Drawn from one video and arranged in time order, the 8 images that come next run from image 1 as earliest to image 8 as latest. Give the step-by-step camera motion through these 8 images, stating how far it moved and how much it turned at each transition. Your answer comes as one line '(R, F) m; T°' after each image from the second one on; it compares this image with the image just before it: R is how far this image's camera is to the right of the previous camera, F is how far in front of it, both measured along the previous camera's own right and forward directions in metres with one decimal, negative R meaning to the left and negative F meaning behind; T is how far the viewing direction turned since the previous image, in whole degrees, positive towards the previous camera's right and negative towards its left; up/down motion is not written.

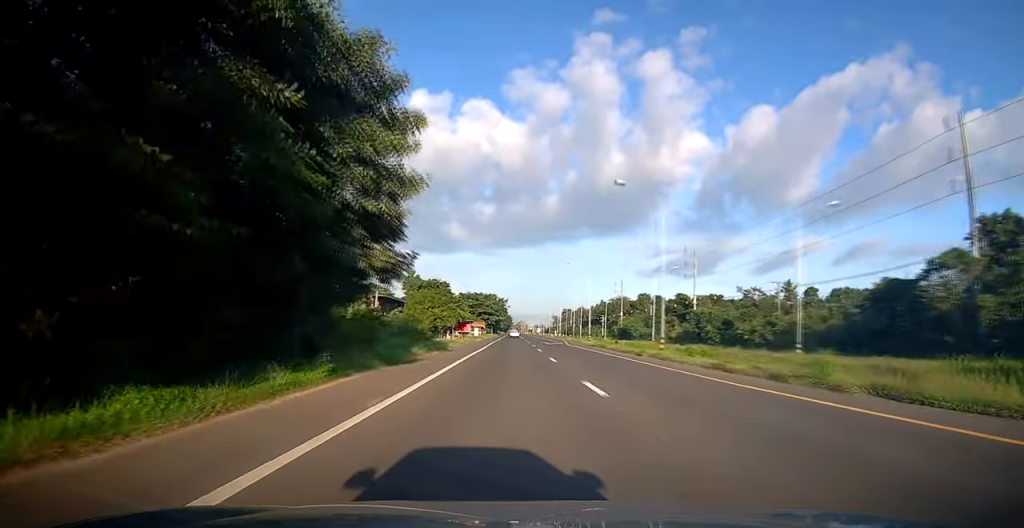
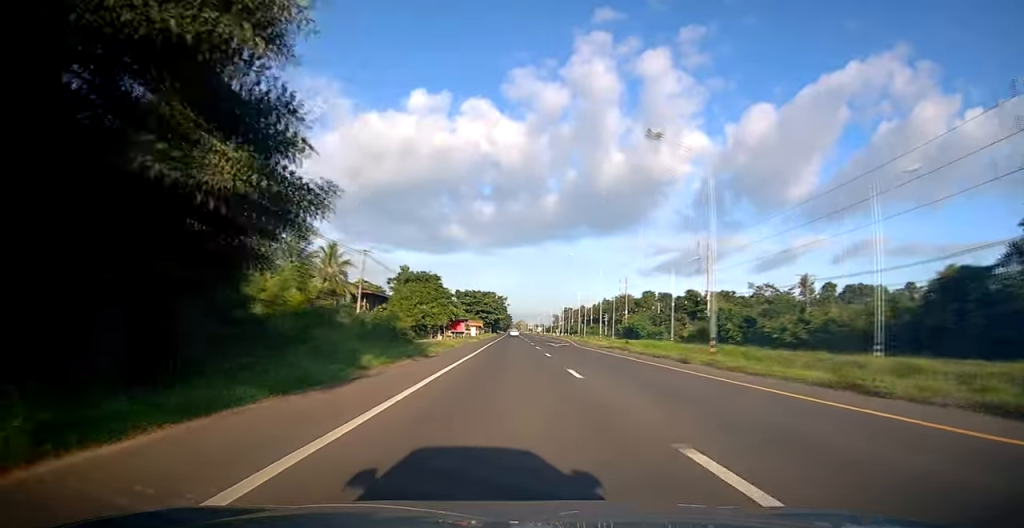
(+0.1, +8.0) m; 0°
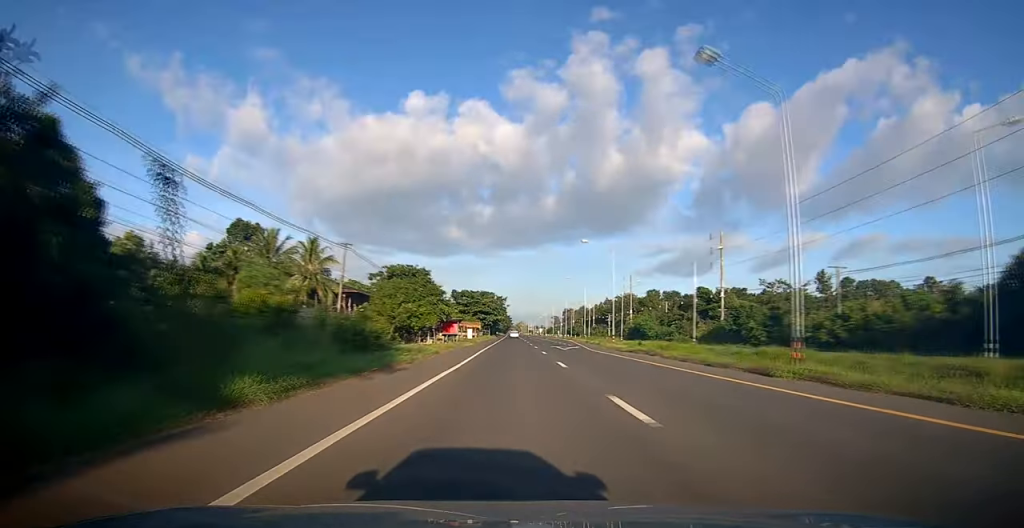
(+0.1, +7.3) m; 0°
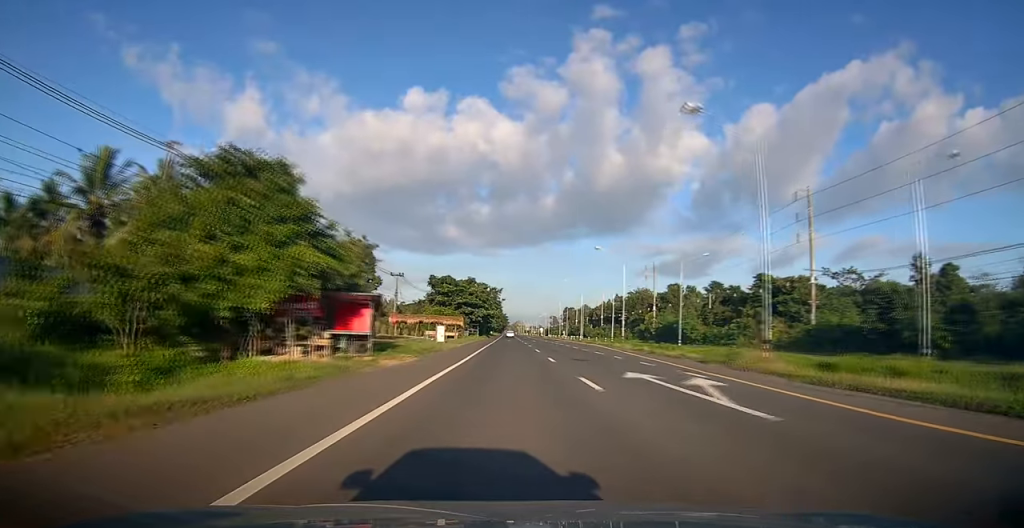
(-0.7, +31.6) m; -1°
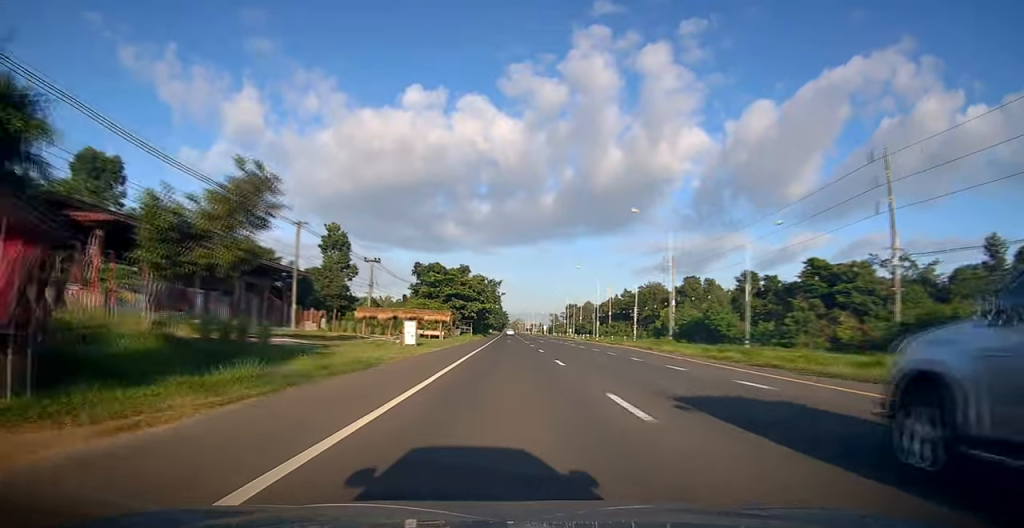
(0.0, +16.2) m; +1°
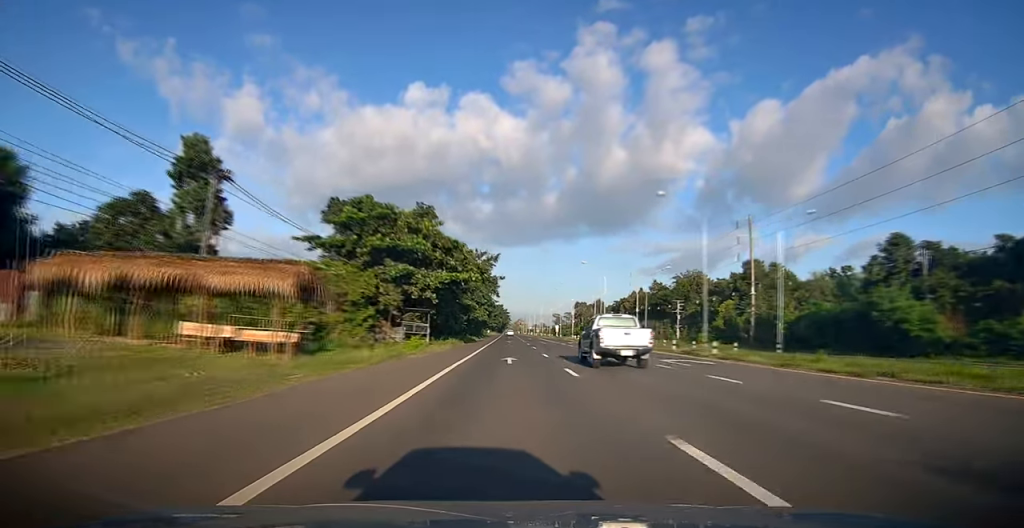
(+0.6, +40.5) m; 0°
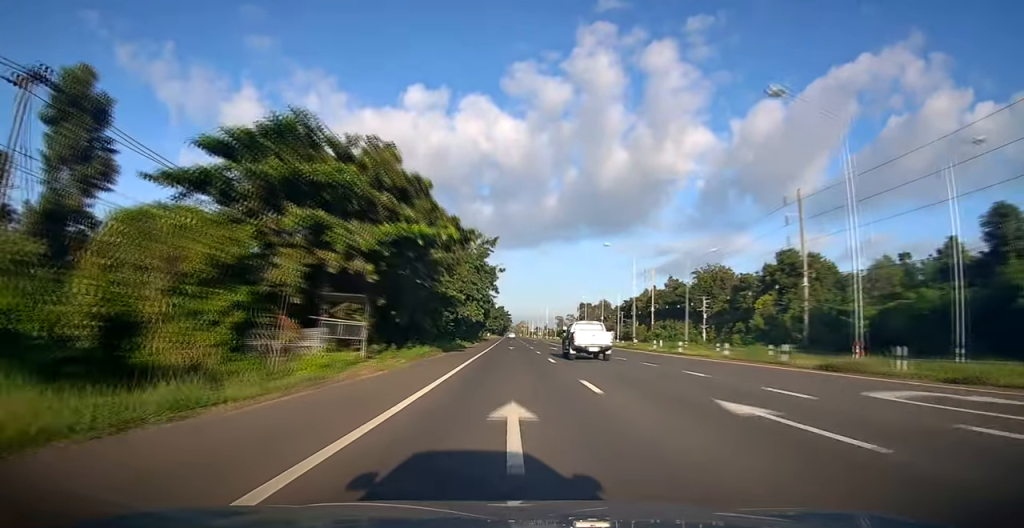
(-0.2, +15.6) m; -1°
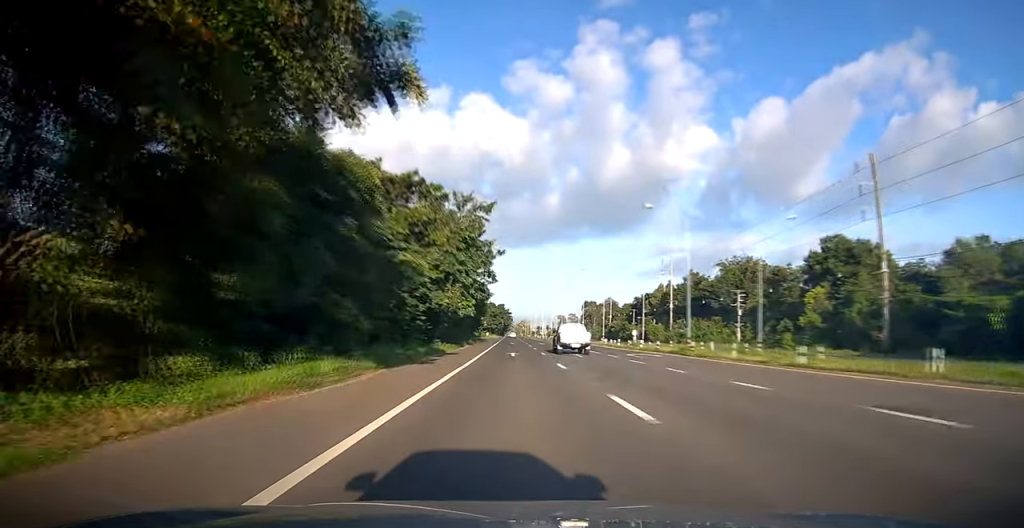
(-0.1, +16.4) m; 0°
